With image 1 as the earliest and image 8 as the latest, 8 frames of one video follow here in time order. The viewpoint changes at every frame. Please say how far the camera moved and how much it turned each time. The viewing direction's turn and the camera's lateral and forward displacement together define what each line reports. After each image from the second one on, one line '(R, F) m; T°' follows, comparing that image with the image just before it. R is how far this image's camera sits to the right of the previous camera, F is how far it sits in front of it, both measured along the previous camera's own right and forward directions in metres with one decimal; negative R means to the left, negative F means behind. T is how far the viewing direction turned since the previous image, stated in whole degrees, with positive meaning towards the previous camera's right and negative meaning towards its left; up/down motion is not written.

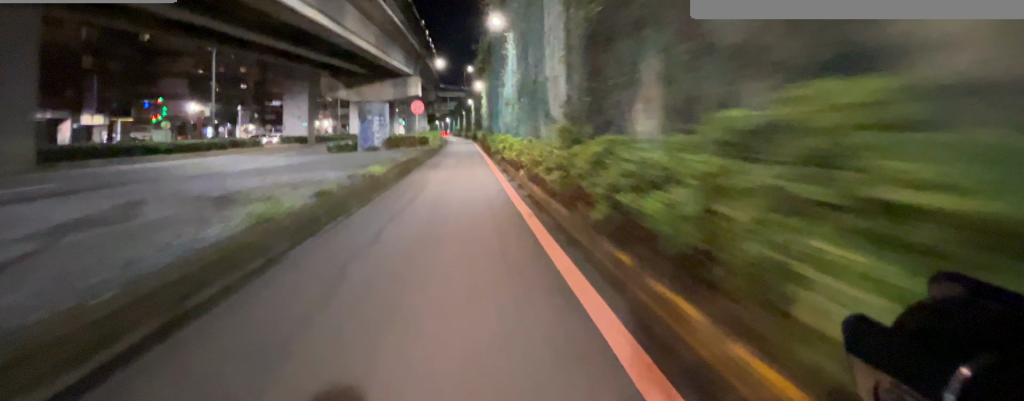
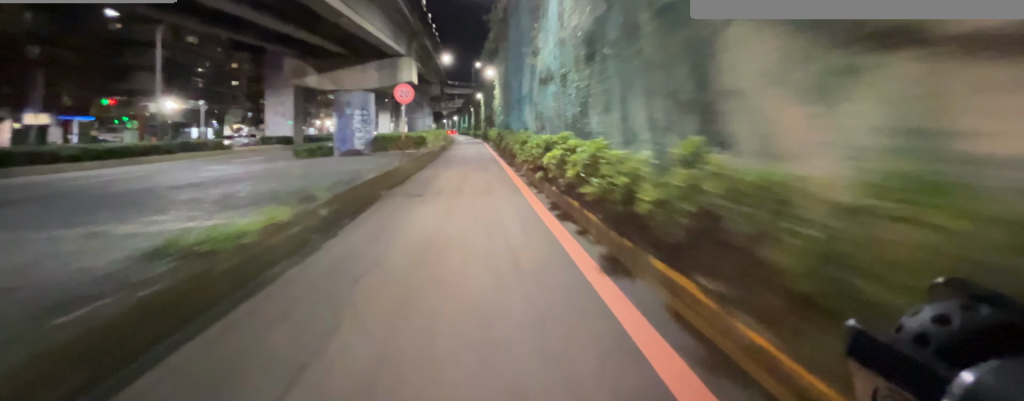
(0.0, +7.0) m; -1°
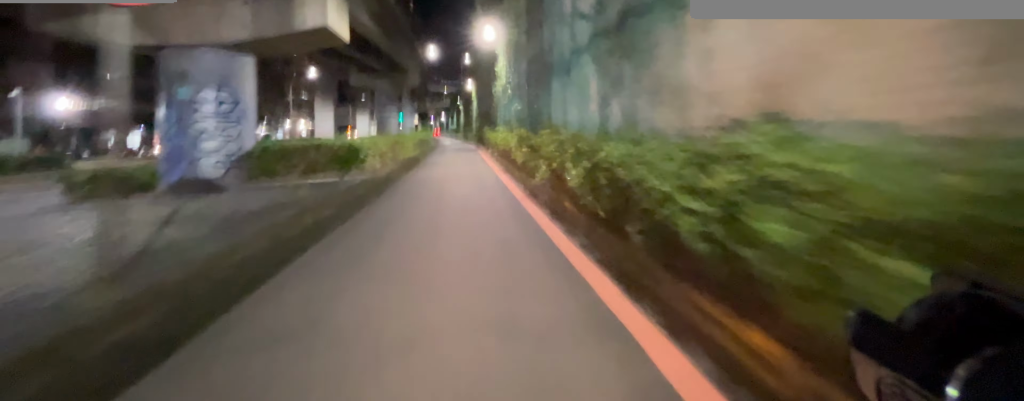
(-0.3, +11.8) m; -1°
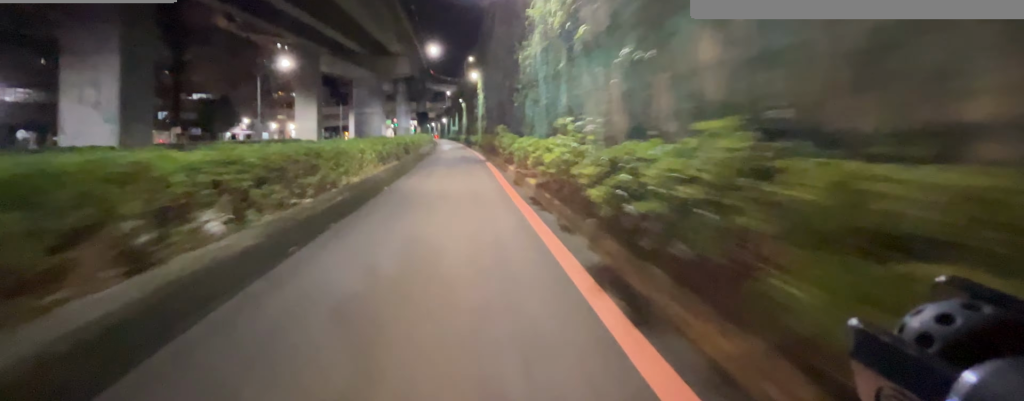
(0.0, +9.1) m; +1°
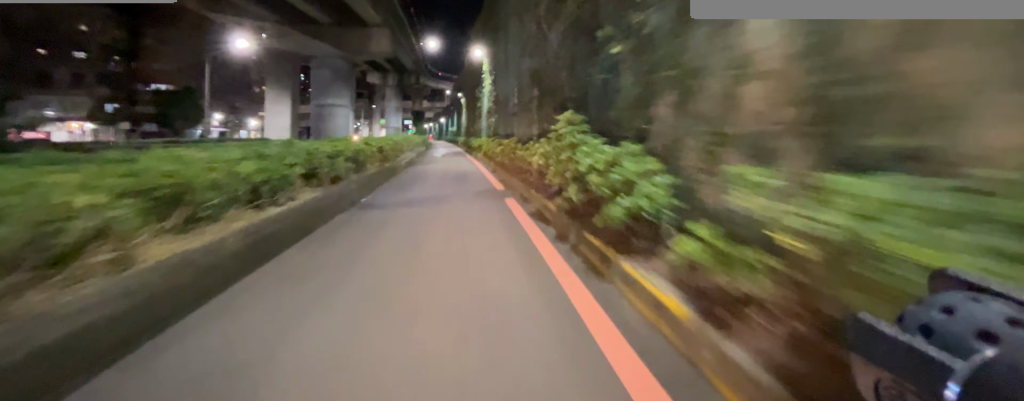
(+0.1, +8.6) m; +1°
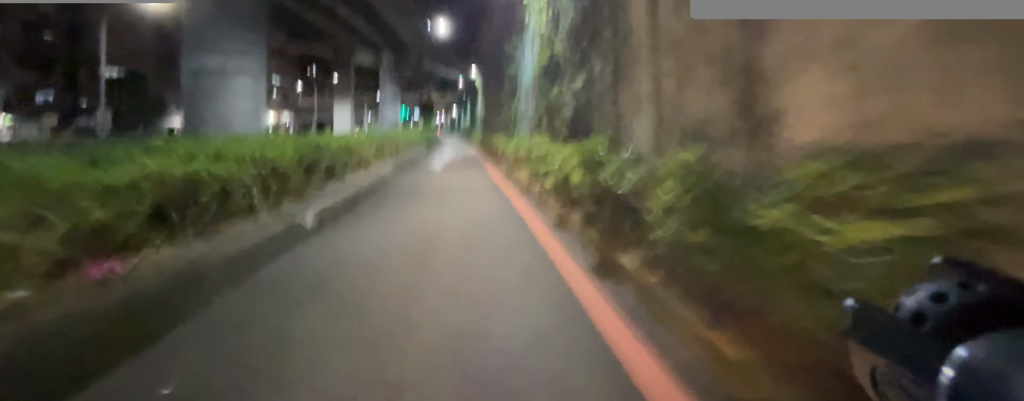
(-0.1, +11.5) m; -2°
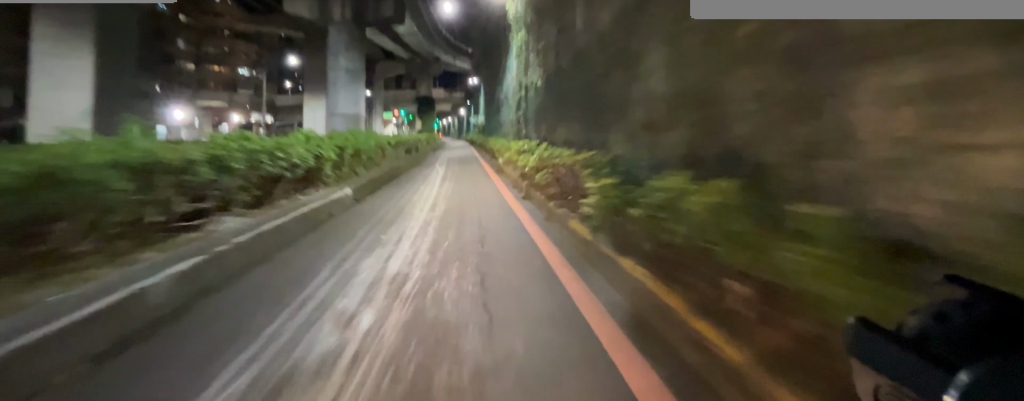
(-0.4, +17.9) m; 0°
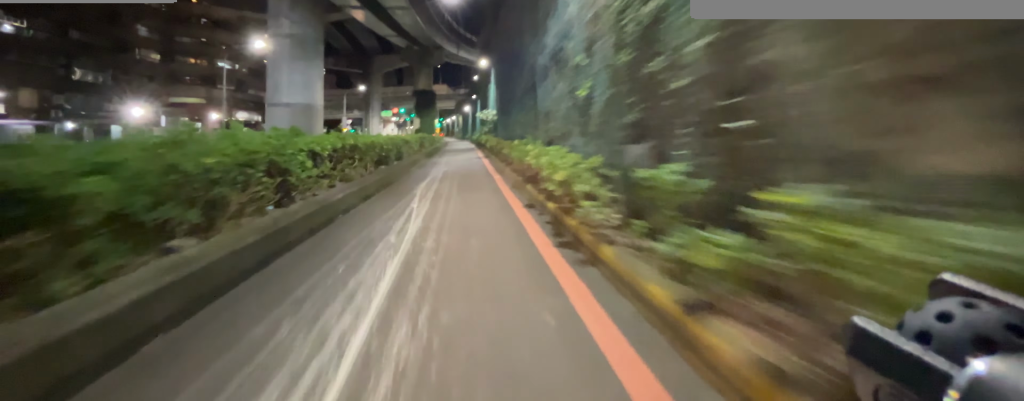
(+0.2, +7.7) m; +1°
